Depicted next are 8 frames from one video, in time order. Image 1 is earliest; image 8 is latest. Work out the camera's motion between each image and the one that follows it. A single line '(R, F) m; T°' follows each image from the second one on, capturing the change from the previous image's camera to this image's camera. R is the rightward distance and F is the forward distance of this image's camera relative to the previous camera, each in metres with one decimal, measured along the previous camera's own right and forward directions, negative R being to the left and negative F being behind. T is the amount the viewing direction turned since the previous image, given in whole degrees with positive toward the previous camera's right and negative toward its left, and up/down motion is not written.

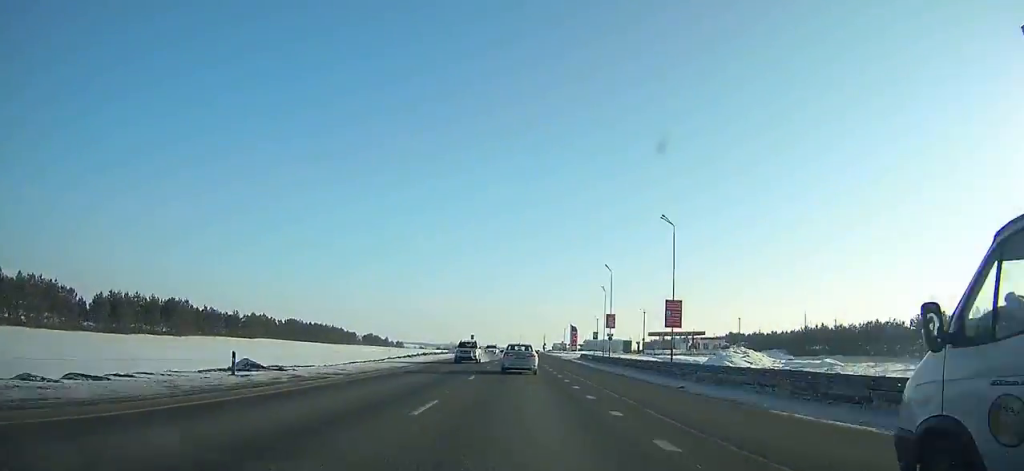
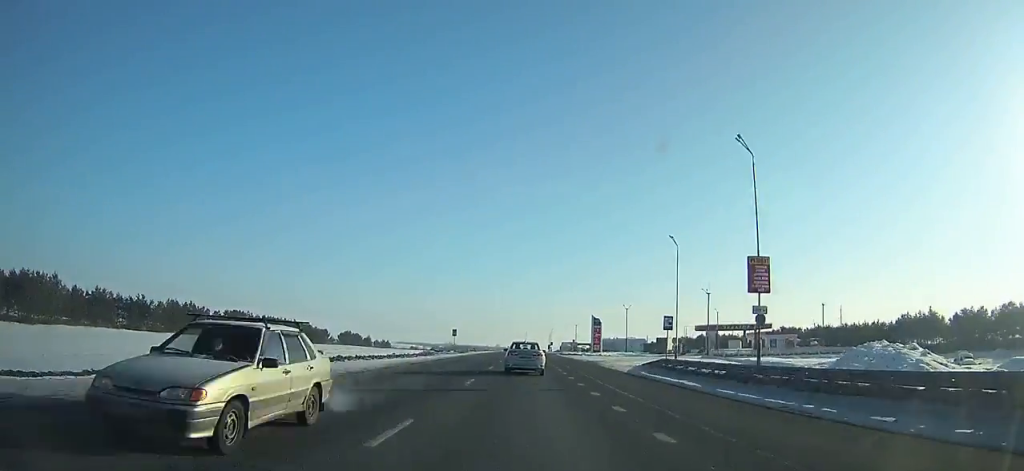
(0.0, +38.5) m; 0°
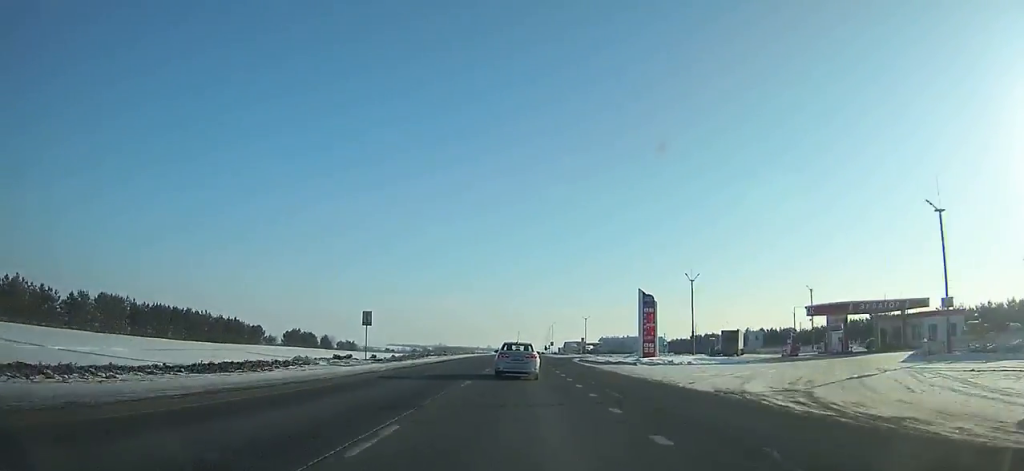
(+0.2, +47.4) m; 0°
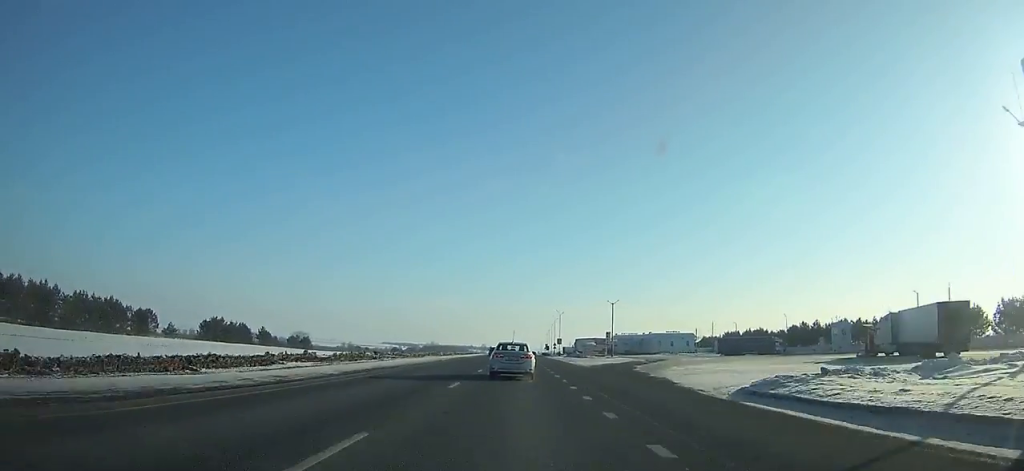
(+0.2, +49.0) m; 0°
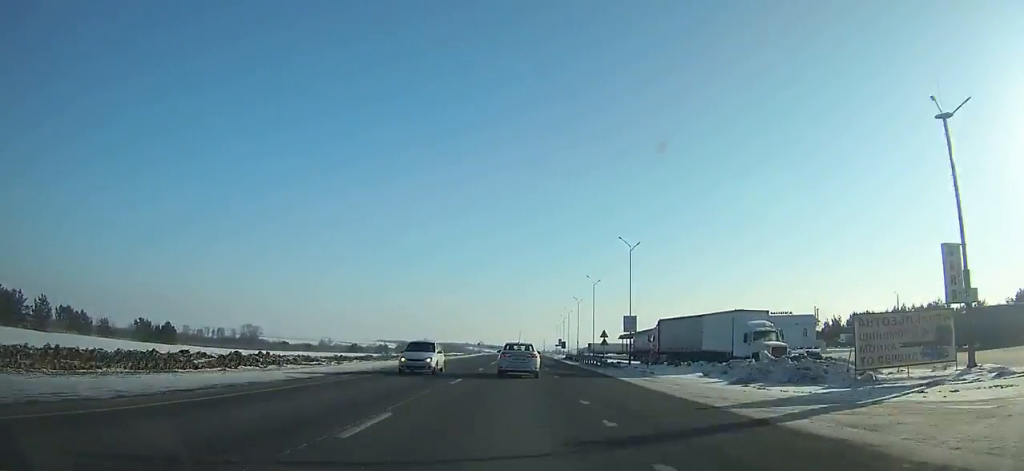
(+0.2, +81.3) m; 0°
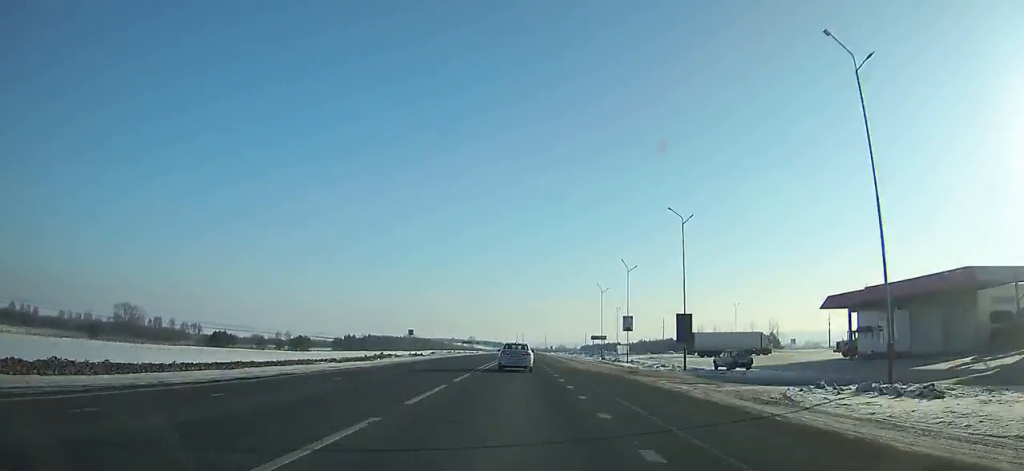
(-0.3, +111.6) m; 0°
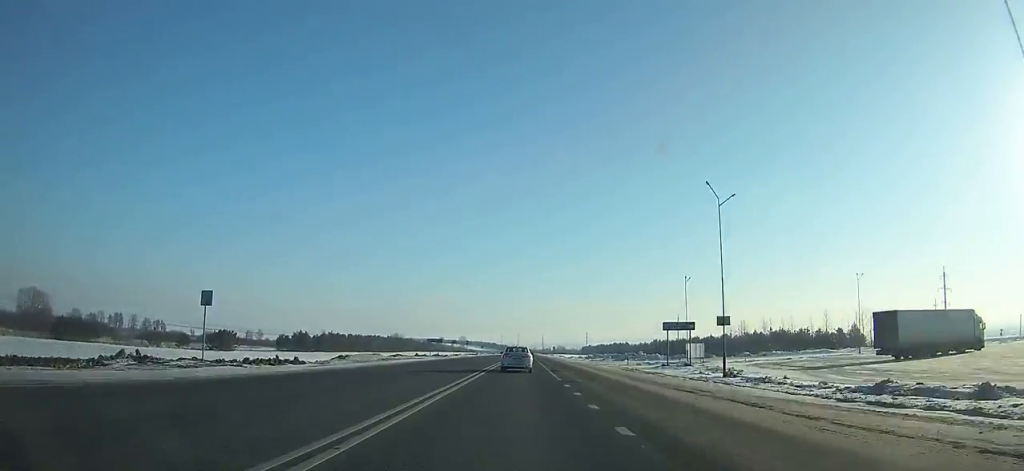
(0.0, +50.8) m; 0°
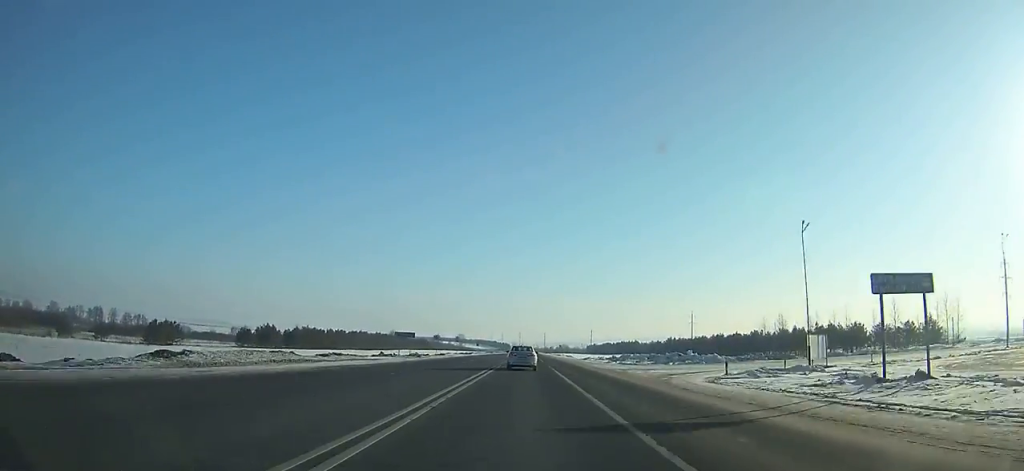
(+0.1, +27.9) m; 0°
